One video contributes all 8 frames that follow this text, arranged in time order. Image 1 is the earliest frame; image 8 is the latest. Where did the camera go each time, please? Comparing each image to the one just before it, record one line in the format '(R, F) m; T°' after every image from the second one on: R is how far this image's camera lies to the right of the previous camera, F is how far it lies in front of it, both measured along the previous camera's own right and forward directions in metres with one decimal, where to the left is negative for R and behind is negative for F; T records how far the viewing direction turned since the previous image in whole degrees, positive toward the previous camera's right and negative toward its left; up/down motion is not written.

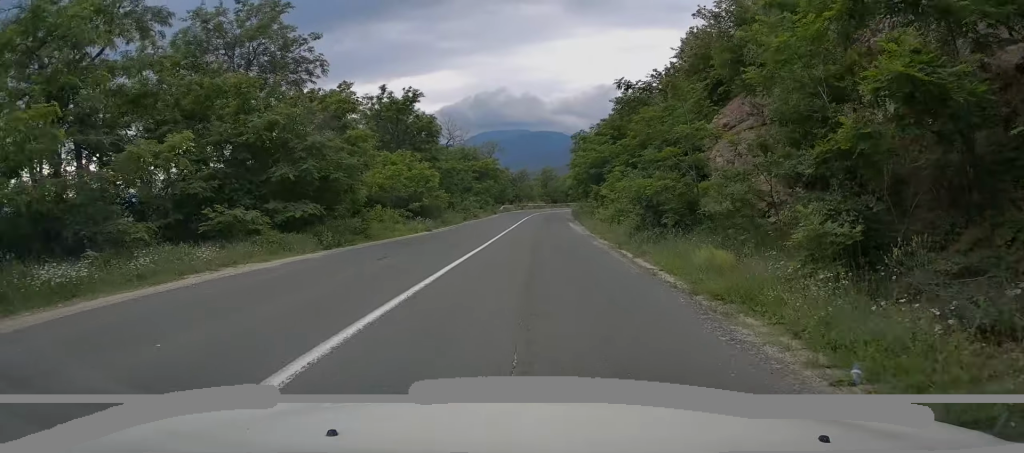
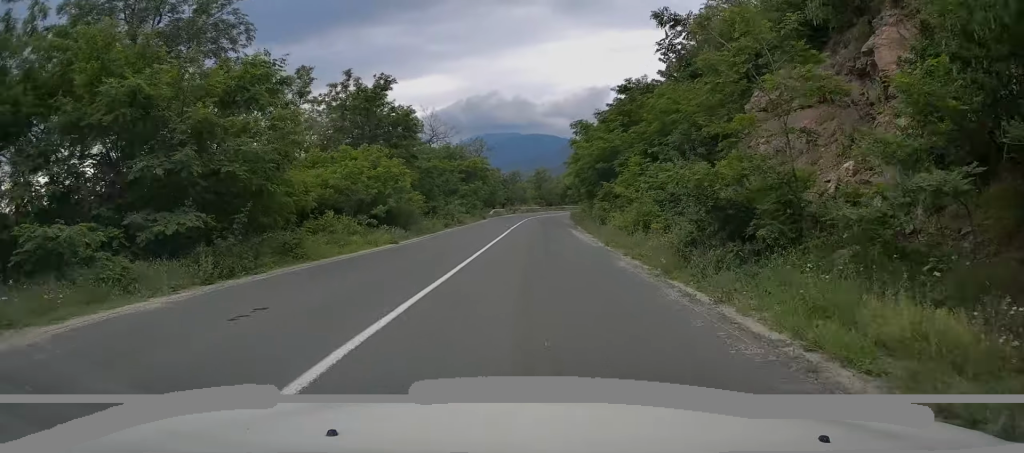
(0.0, +6.0) m; +1°
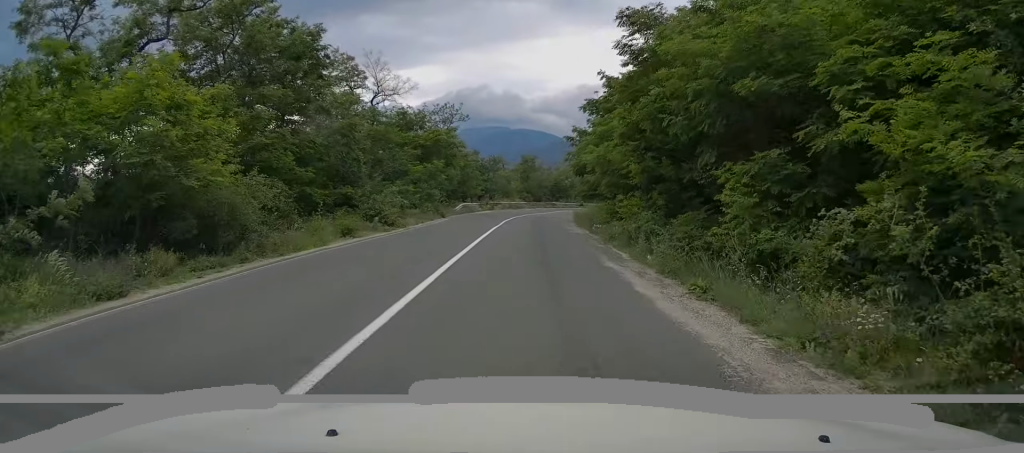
(+0.6, +17.0) m; +3°
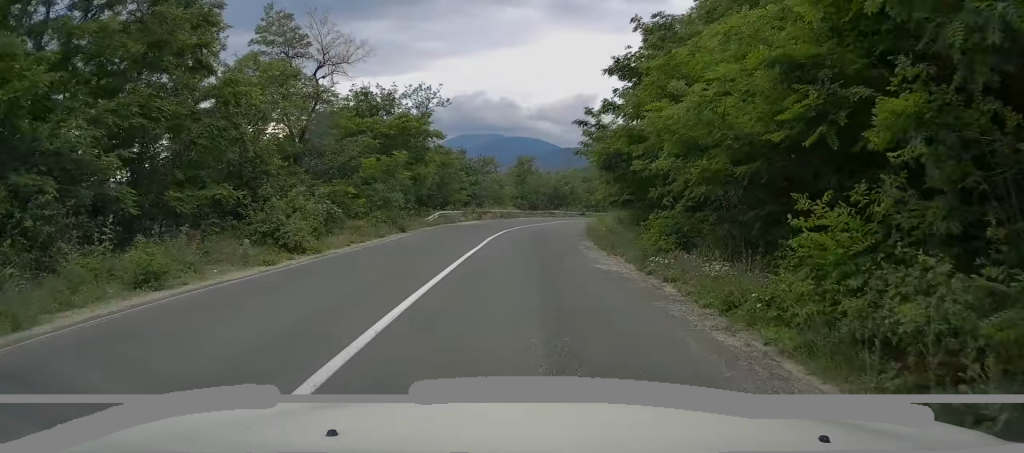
(0.0, +9.8) m; 0°
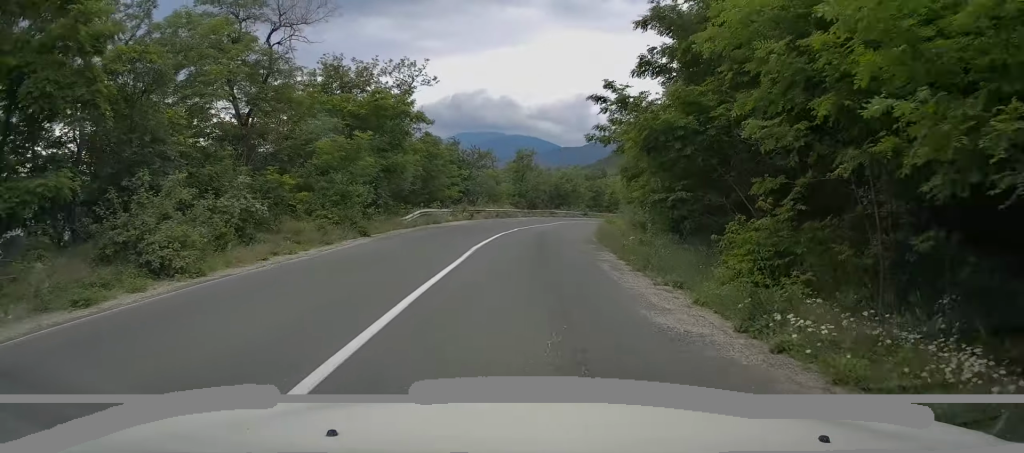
(0.0, +5.6) m; 0°
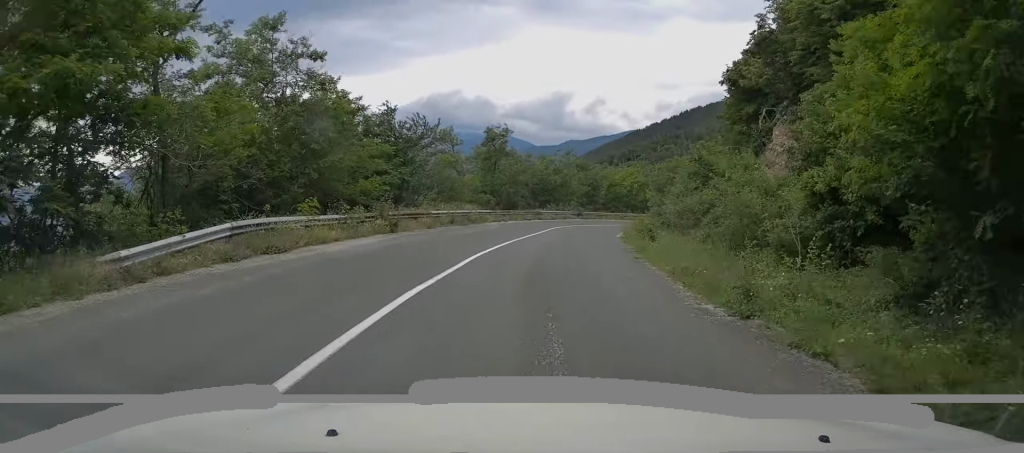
(+0.1, +17.8) m; +3°
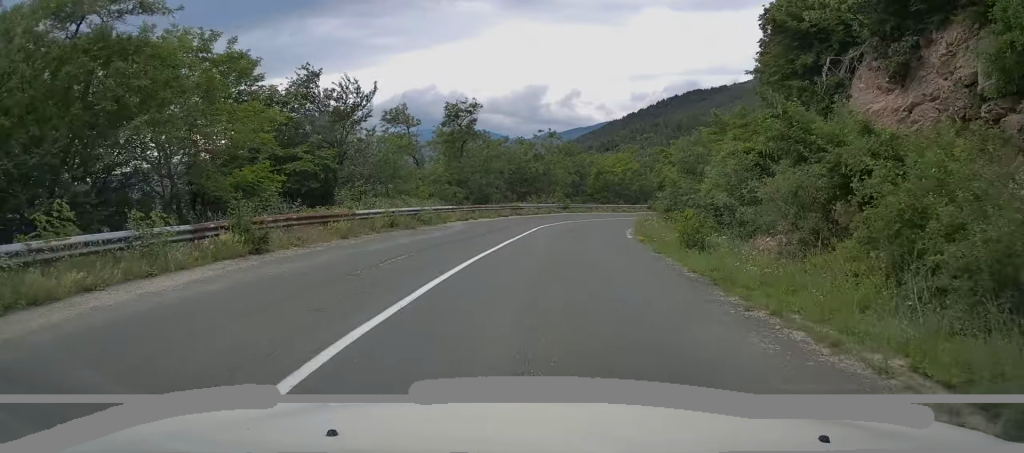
(+0.2, +9.2) m; +4°
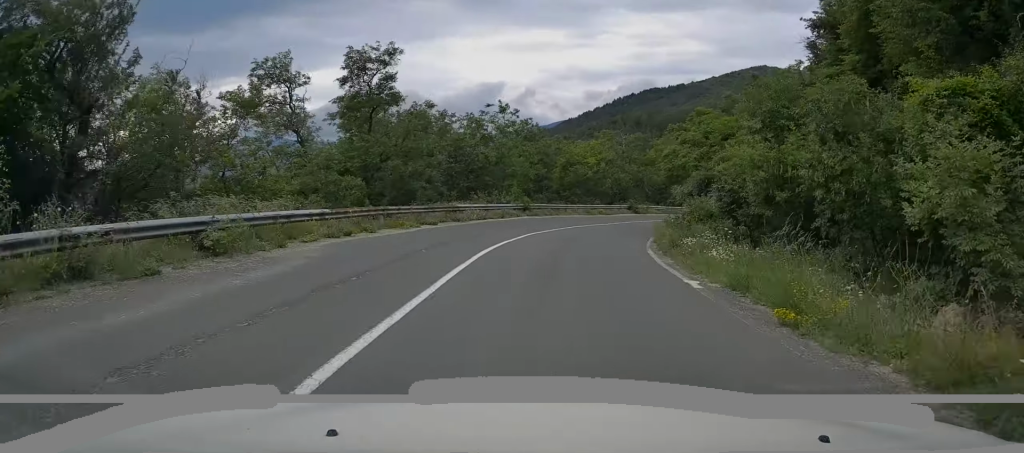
(+0.8, +13.6) m; +6°
